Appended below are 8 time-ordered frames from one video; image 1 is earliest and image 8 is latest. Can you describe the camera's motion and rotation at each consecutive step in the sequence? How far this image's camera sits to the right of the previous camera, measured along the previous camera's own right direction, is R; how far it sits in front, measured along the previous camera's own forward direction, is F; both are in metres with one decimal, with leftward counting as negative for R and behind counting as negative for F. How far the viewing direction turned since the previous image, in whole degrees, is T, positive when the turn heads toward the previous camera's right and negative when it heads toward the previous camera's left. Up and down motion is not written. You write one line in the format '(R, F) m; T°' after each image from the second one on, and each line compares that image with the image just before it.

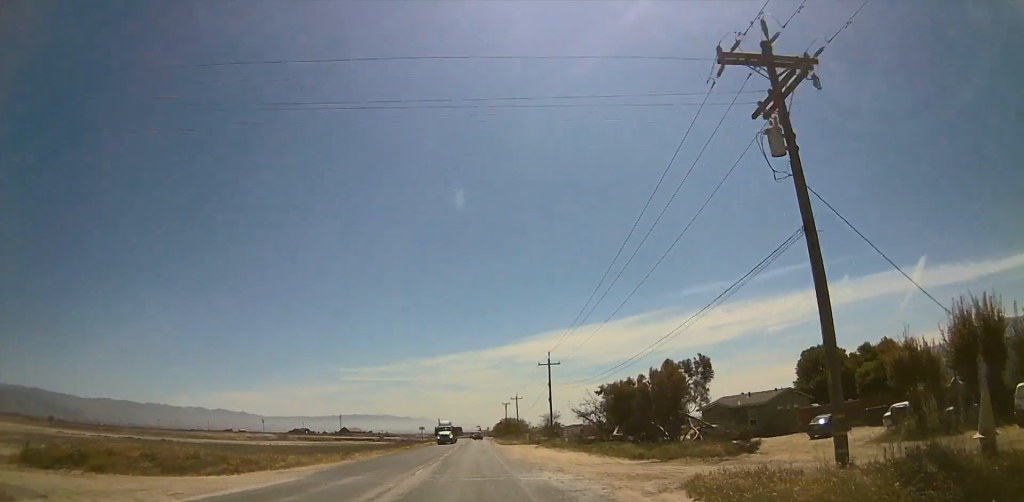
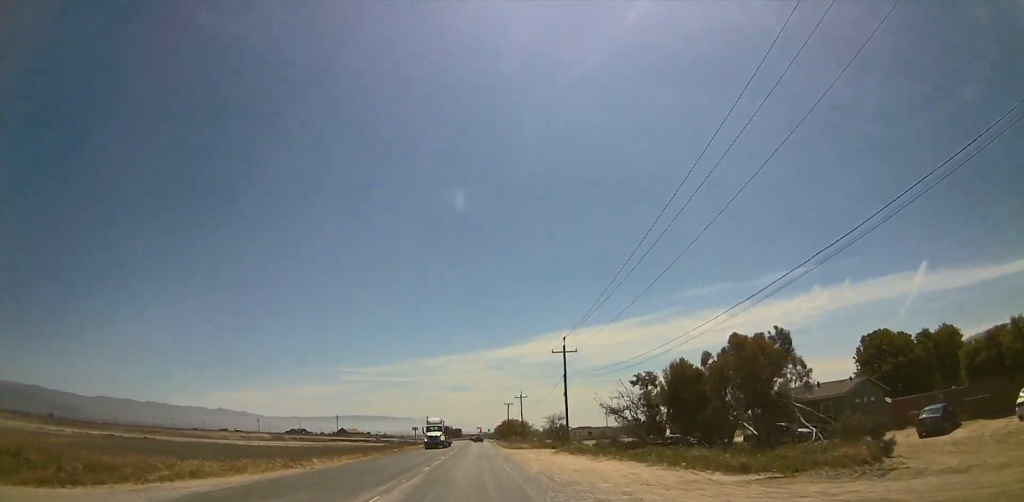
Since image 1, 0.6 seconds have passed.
(-0.1, +12.4) m; +1°
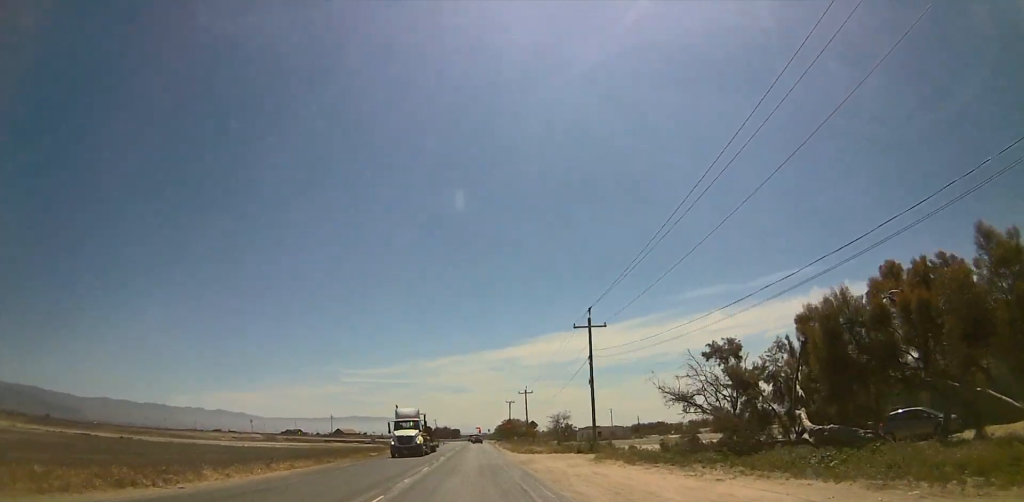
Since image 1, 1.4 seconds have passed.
(+0.5, +15.2) m; +2°
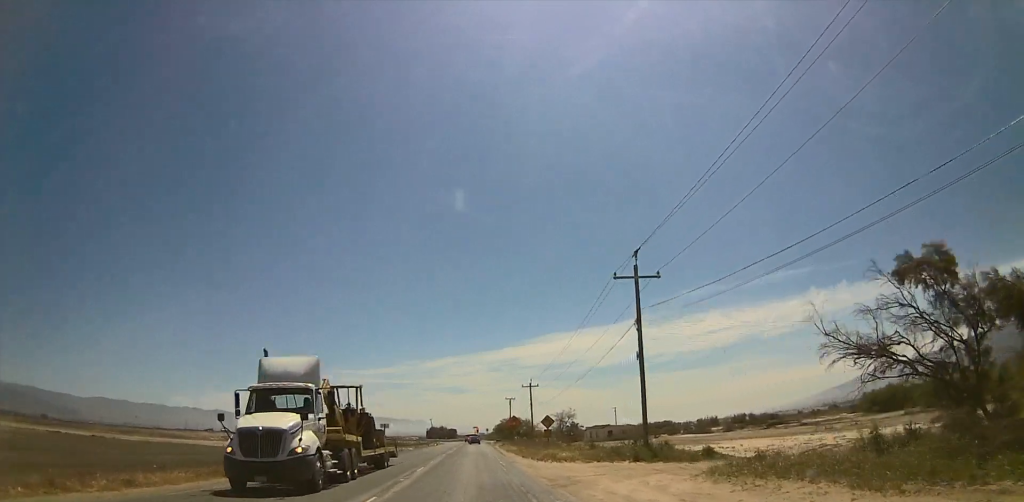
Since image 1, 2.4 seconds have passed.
(+0.2, +16.9) m; 0°
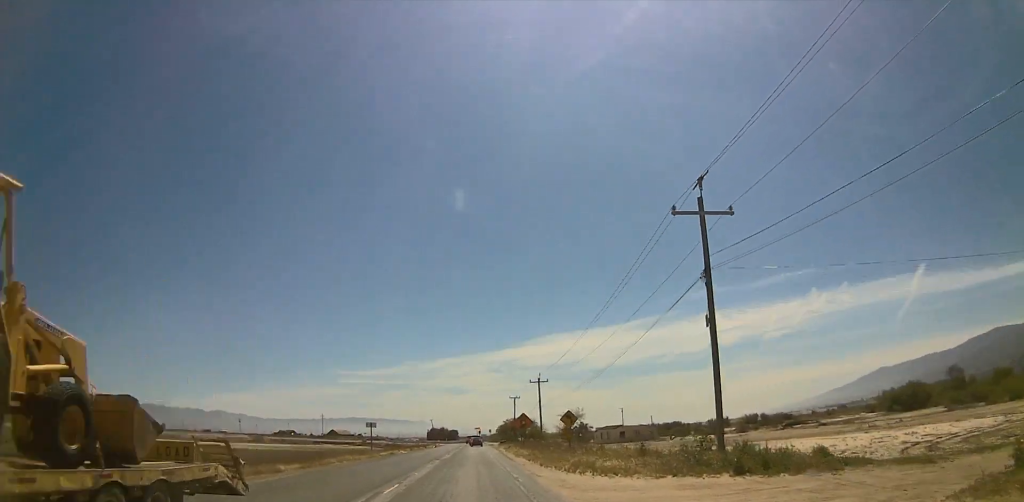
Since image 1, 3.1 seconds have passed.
(0.0, +11.9) m; 0°
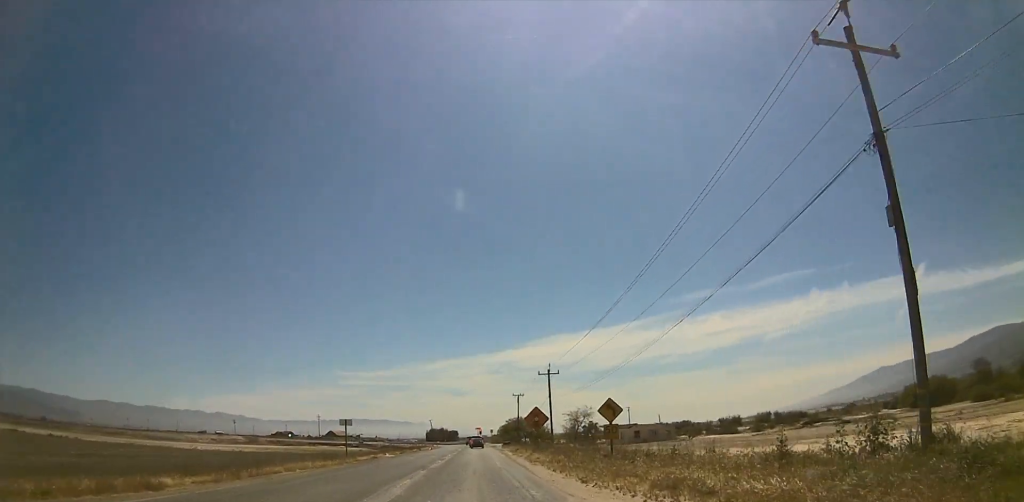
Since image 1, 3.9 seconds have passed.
(0.0, +13.8) m; 0°
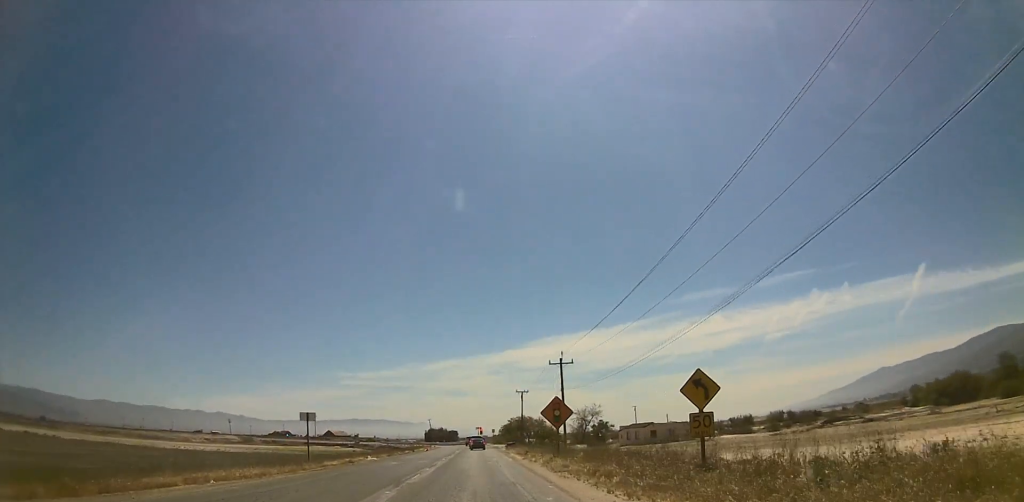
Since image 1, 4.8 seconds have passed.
(0.0, +12.2) m; 0°
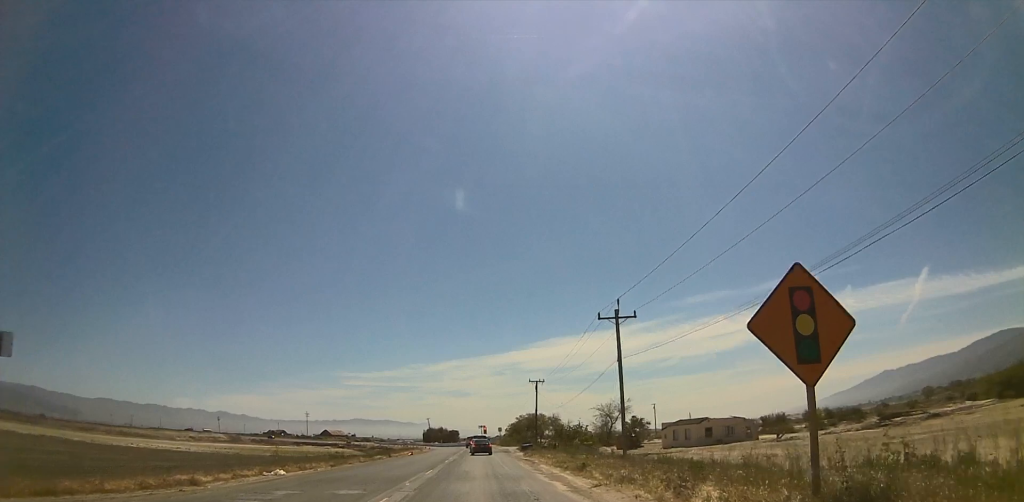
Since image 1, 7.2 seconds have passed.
(0.0, +30.7) m; 0°
